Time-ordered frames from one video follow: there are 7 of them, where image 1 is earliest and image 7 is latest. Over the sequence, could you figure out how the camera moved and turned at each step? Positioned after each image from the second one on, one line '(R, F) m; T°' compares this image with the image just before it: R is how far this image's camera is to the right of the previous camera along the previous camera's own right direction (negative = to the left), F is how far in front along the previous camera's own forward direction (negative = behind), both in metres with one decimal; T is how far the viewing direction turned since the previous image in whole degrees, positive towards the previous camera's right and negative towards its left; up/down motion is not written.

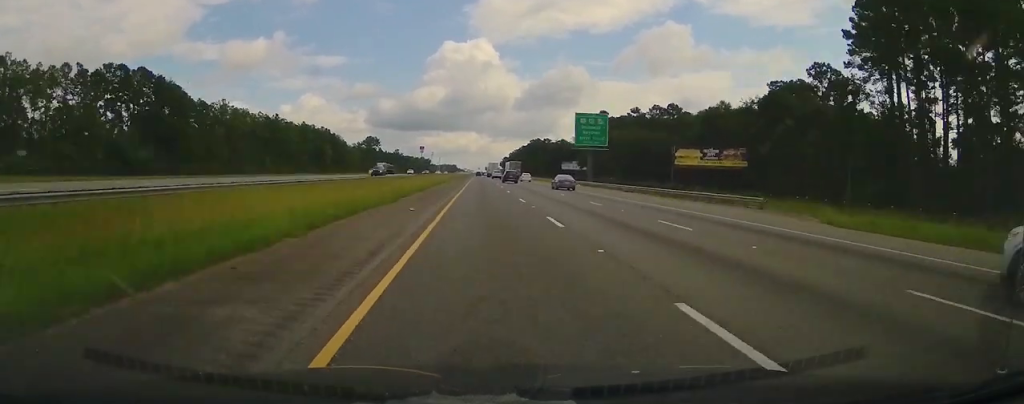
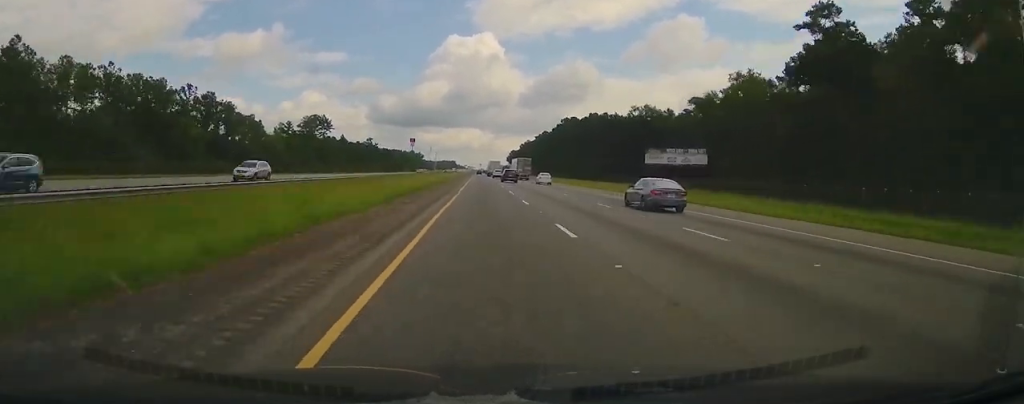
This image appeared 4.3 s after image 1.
(-0.3, +134.9) m; 0°
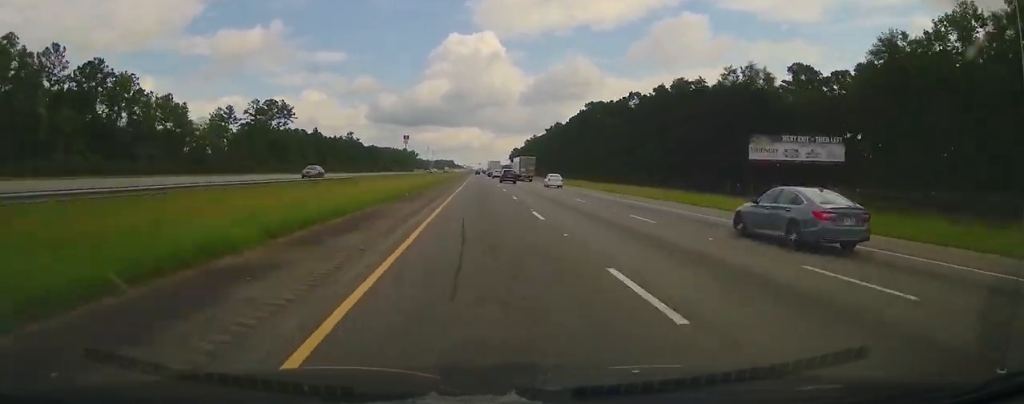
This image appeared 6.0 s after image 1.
(0.0, +69.1) m; 0°
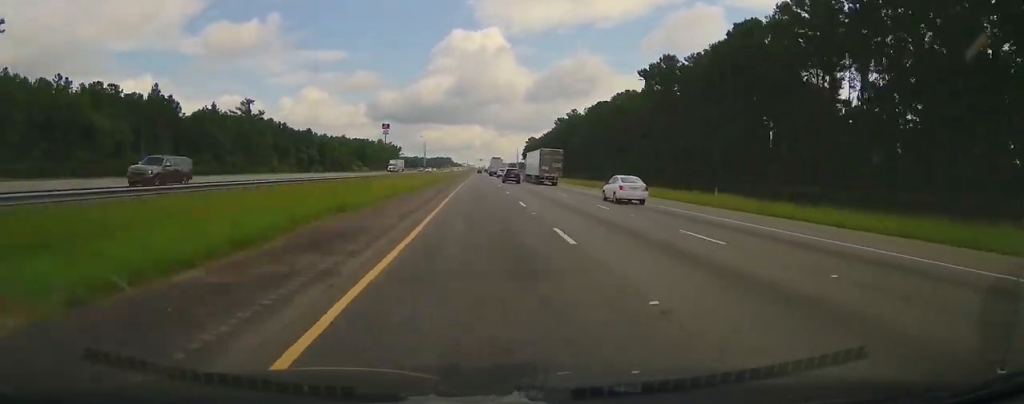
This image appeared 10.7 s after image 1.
(+1.0, +220.7) m; 0°
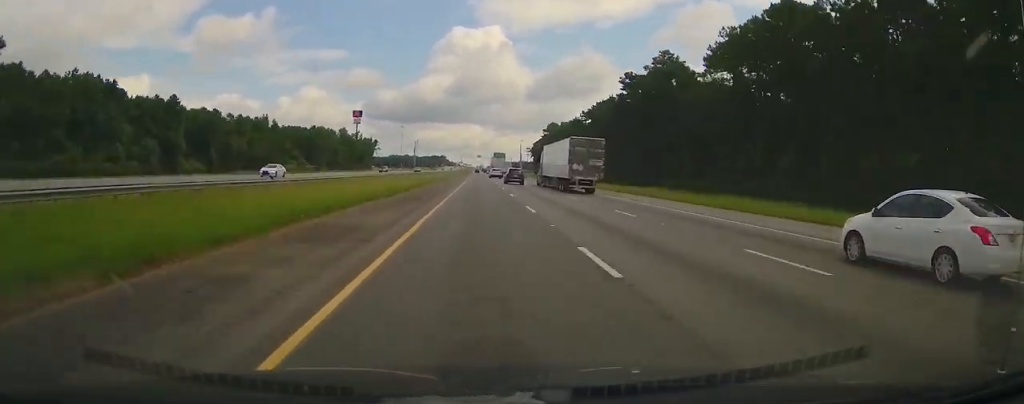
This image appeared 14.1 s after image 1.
(+0.4, +125.0) m; 0°
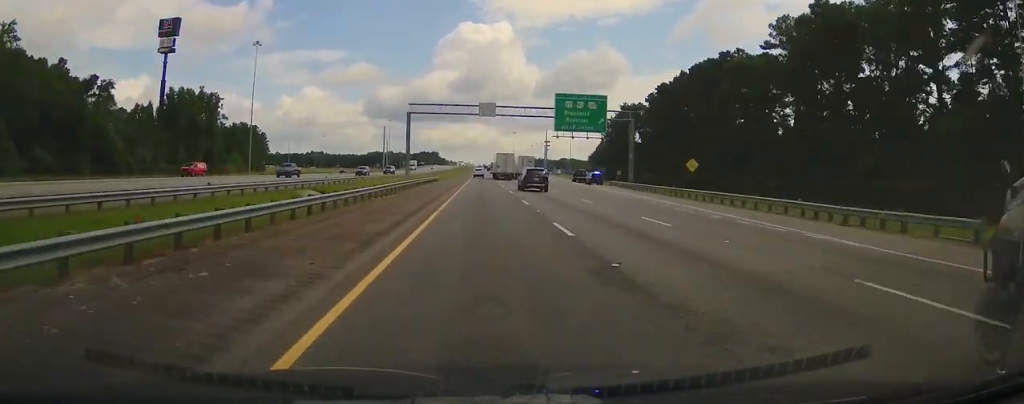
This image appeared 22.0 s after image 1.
(+1.1, +262.1) m; 0°
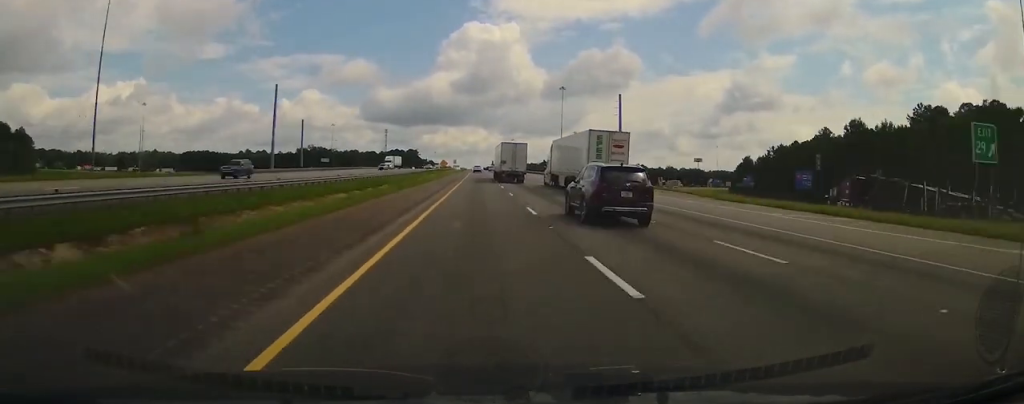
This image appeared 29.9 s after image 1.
(-3.2, +264.7) m; 0°
